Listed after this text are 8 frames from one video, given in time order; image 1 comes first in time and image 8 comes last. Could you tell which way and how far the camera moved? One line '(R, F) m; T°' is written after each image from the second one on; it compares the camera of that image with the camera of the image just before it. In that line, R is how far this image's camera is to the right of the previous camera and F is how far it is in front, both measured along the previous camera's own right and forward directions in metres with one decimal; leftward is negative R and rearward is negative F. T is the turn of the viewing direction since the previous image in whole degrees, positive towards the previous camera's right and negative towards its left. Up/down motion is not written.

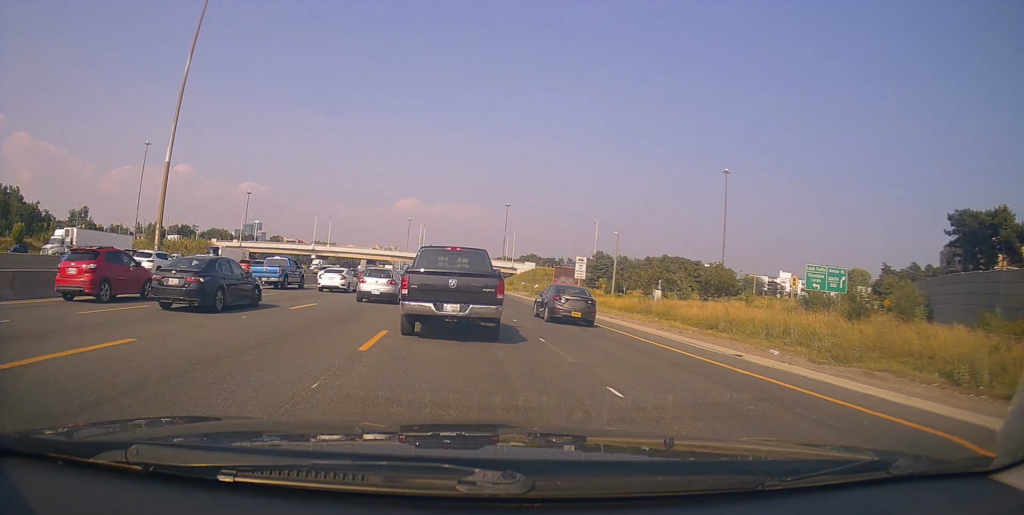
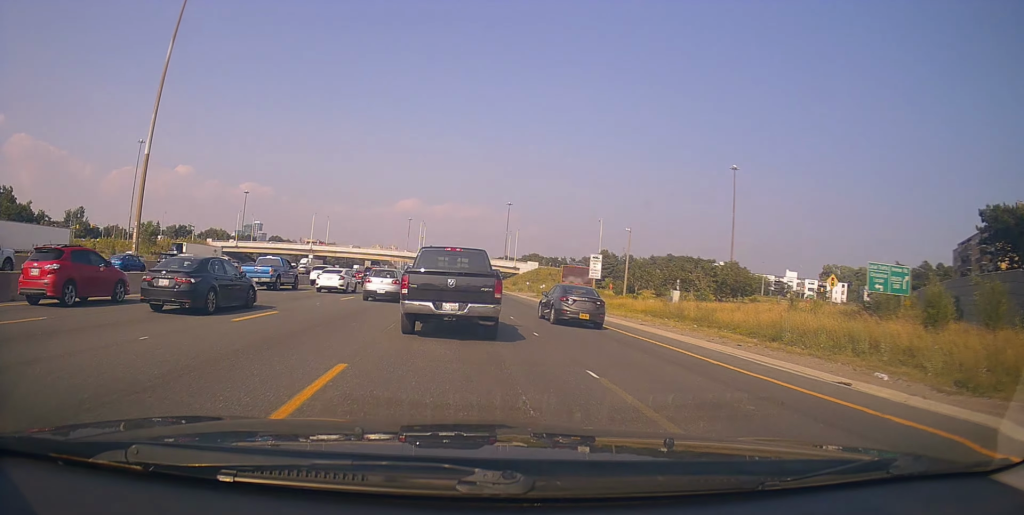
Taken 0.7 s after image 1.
(-0.1, +4.7) m; -1°
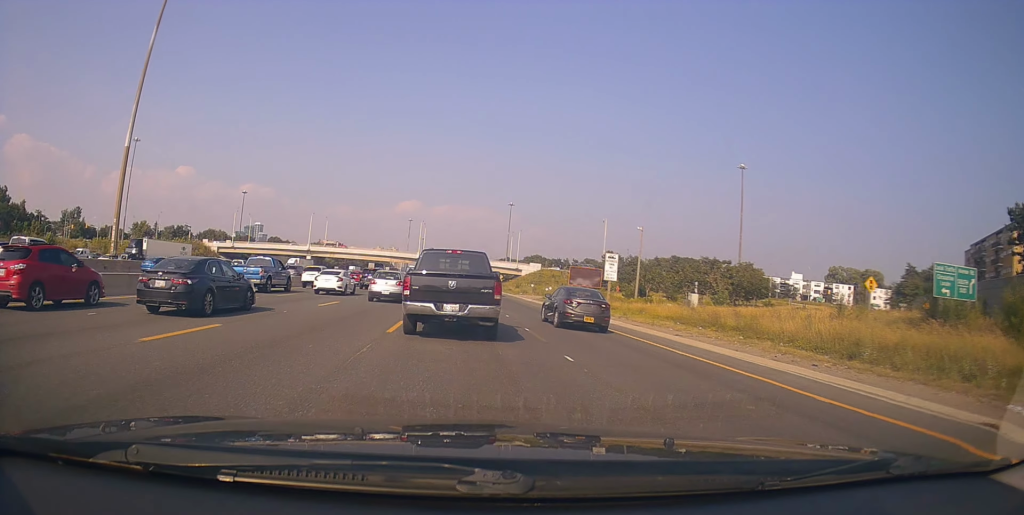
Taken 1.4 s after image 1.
(-0.1, +4.1) m; -1°
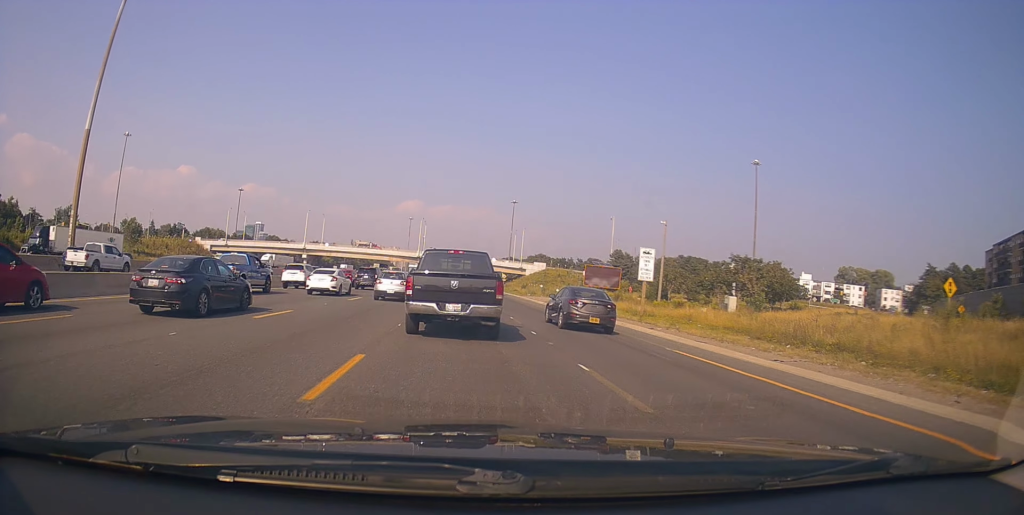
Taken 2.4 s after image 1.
(0.0, +6.7) m; +2°
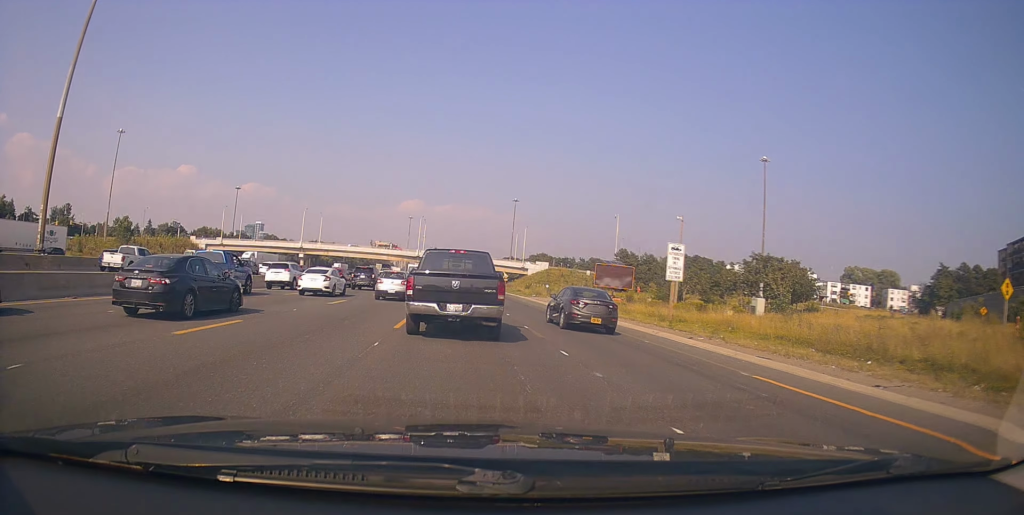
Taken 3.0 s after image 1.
(+0.1, +4.1) m; 0°
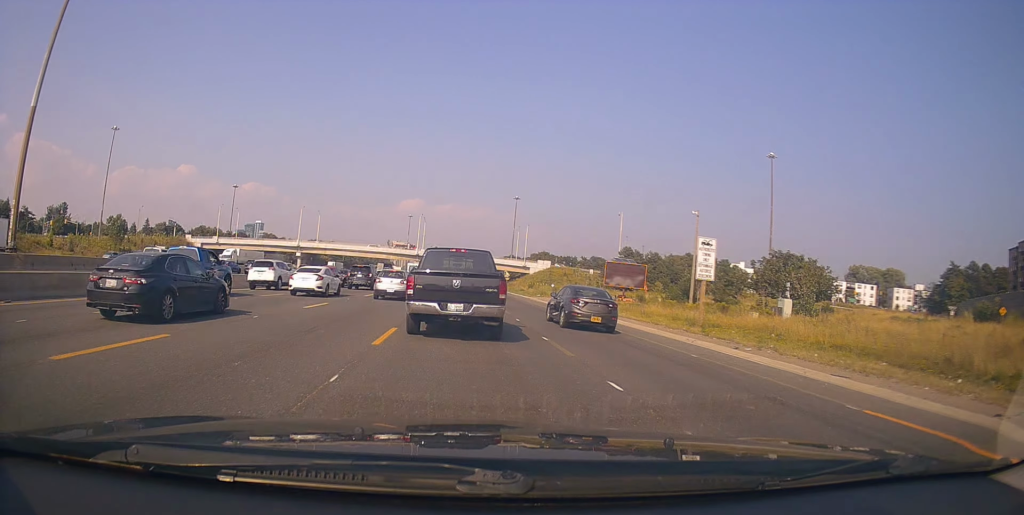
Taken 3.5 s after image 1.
(+0.1, +3.4) m; 0°
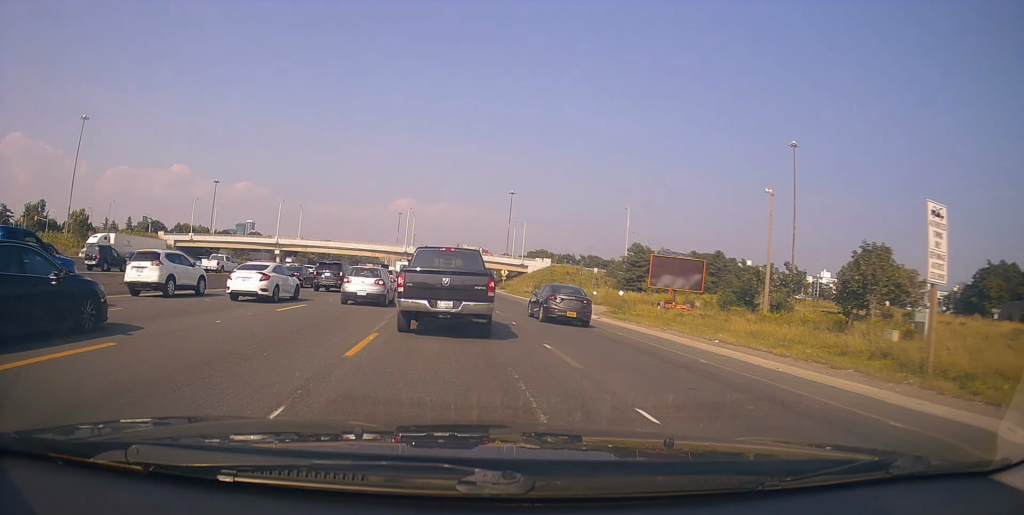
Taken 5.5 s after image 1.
(0.0, +14.1) m; 0°
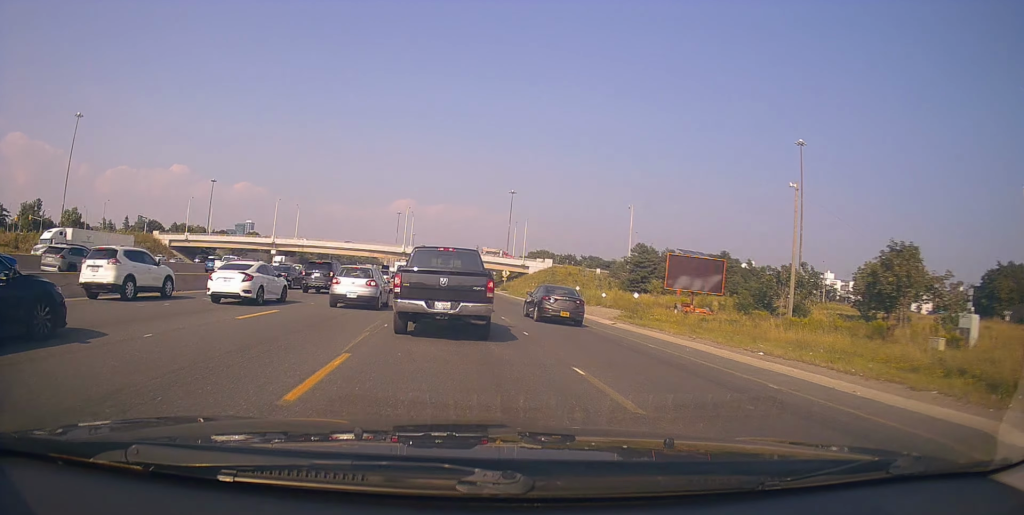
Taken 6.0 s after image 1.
(-0.1, +3.1) m; -1°
